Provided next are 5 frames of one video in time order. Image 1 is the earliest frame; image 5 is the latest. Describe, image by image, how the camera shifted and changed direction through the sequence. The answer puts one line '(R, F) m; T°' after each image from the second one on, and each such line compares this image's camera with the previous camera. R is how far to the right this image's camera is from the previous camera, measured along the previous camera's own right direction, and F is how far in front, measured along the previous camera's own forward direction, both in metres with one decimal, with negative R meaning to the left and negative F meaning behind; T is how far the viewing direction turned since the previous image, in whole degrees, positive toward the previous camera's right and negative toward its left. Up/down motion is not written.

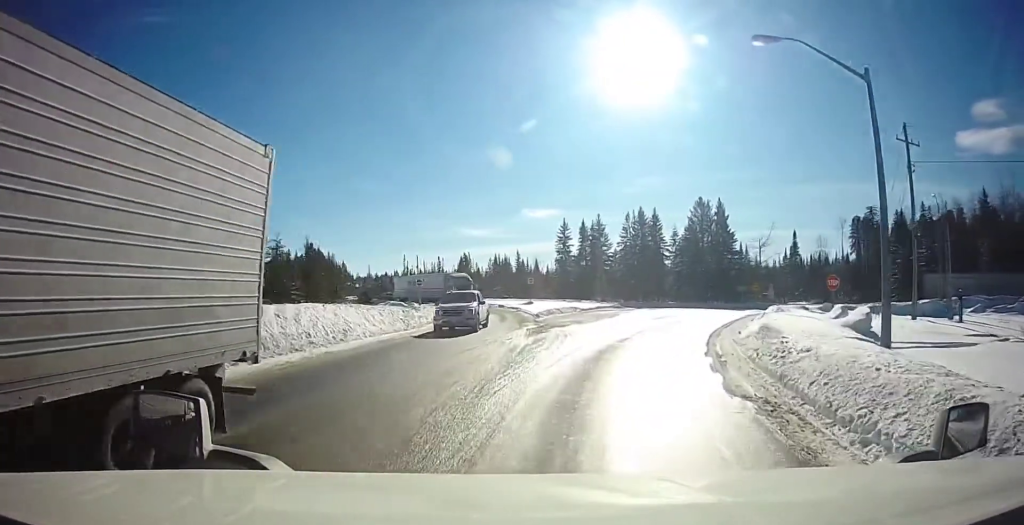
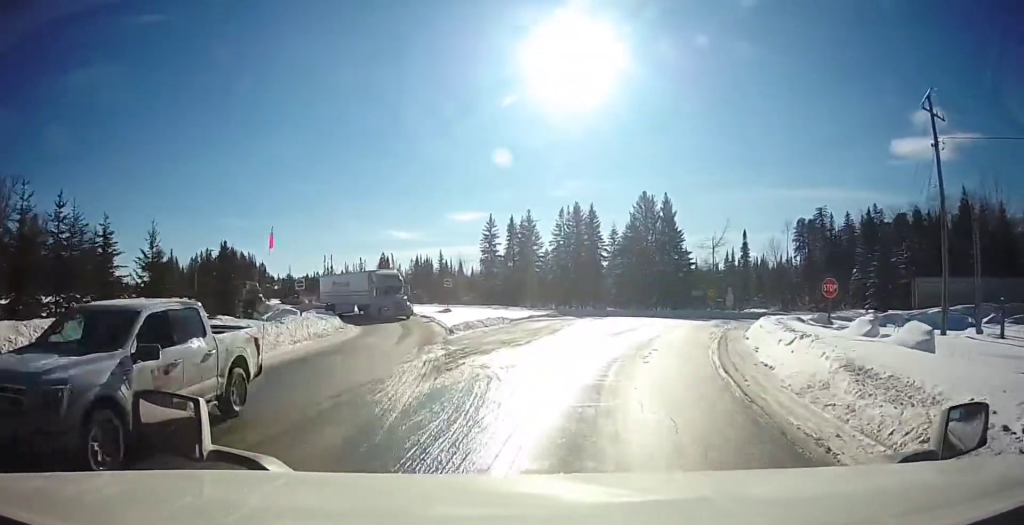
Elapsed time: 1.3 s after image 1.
(+0.8, +10.2) m; +5°
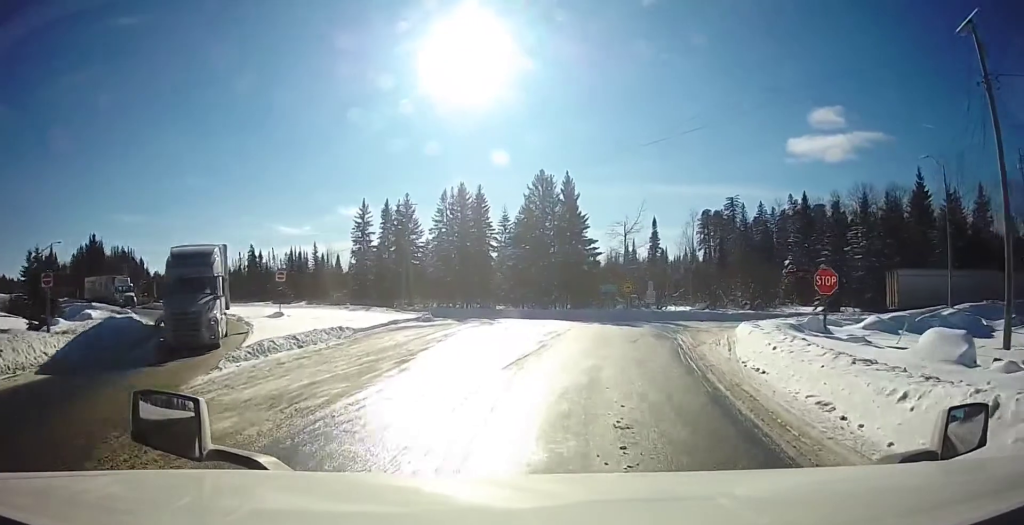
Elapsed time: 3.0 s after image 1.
(+0.3, +12.1) m; +11°
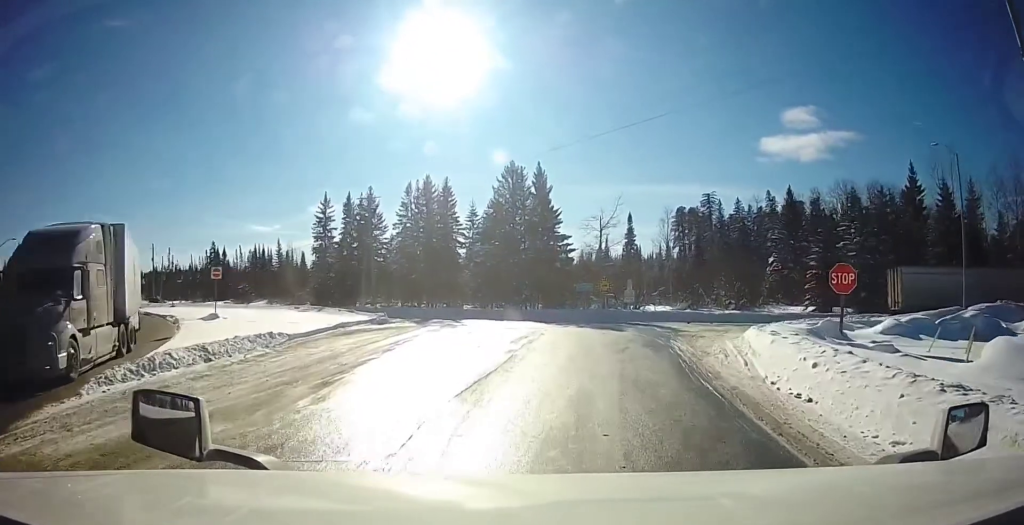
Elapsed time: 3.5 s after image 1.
(+0.6, +3.9) m; +6°
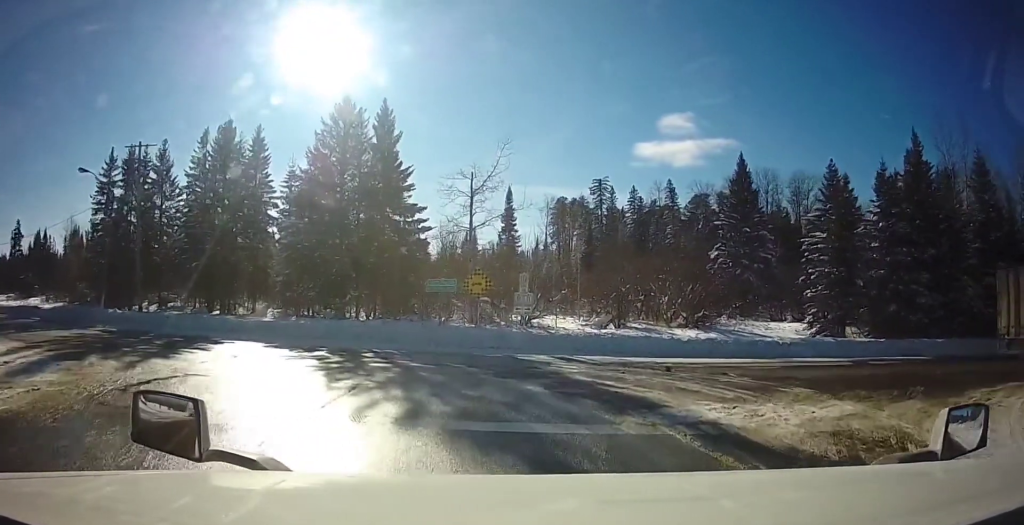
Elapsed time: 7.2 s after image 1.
(+0.7, +22.7) m; +5°
